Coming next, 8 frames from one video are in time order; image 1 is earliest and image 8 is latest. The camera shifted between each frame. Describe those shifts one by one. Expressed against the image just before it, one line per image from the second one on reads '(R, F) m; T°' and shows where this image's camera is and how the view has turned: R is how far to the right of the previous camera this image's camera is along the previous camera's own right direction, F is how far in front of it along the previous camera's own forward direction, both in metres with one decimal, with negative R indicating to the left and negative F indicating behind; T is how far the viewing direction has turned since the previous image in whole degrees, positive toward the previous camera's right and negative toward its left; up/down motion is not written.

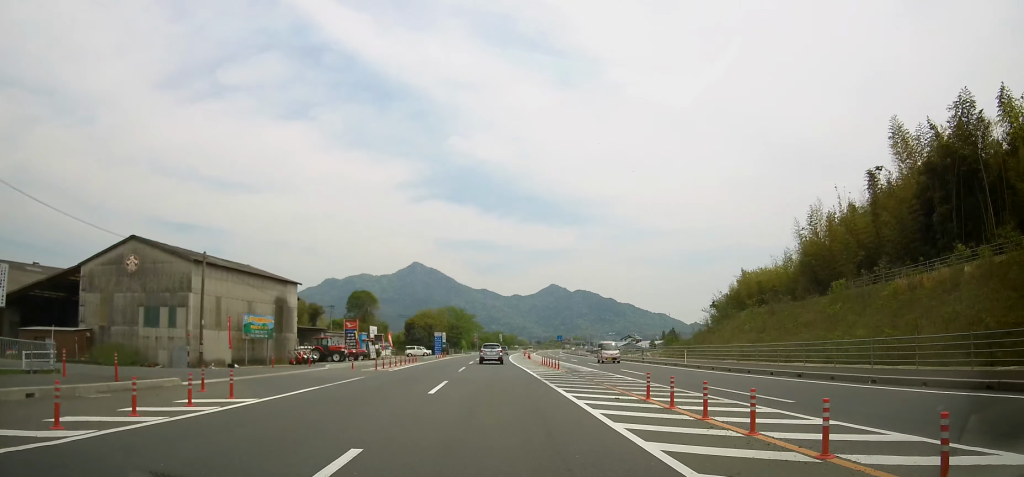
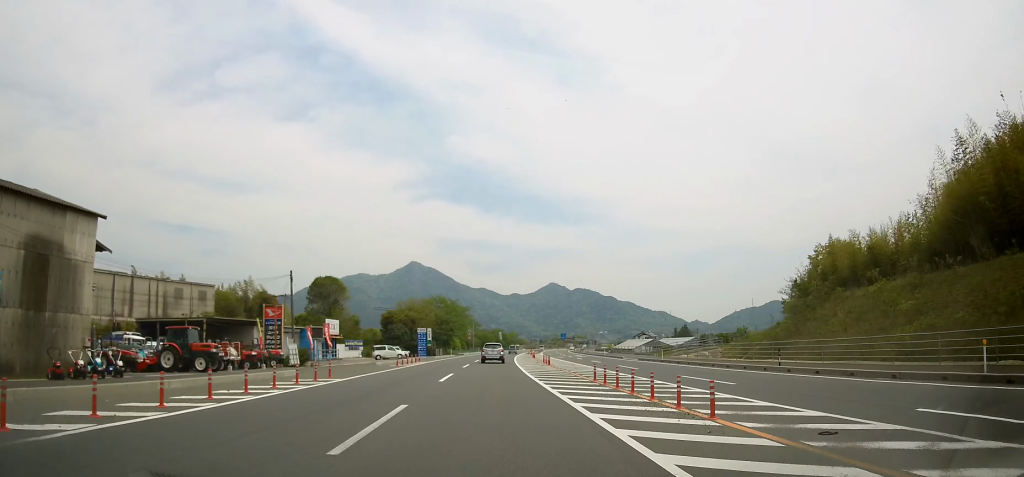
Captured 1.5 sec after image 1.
(+0.1, +23.6) m; 0°
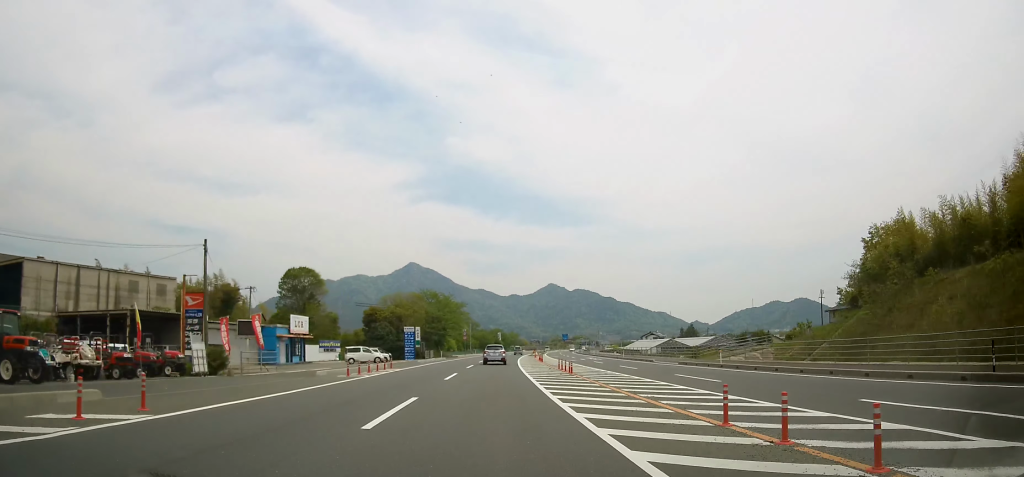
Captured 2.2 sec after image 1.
(-0.1, +12.3) m; 0°
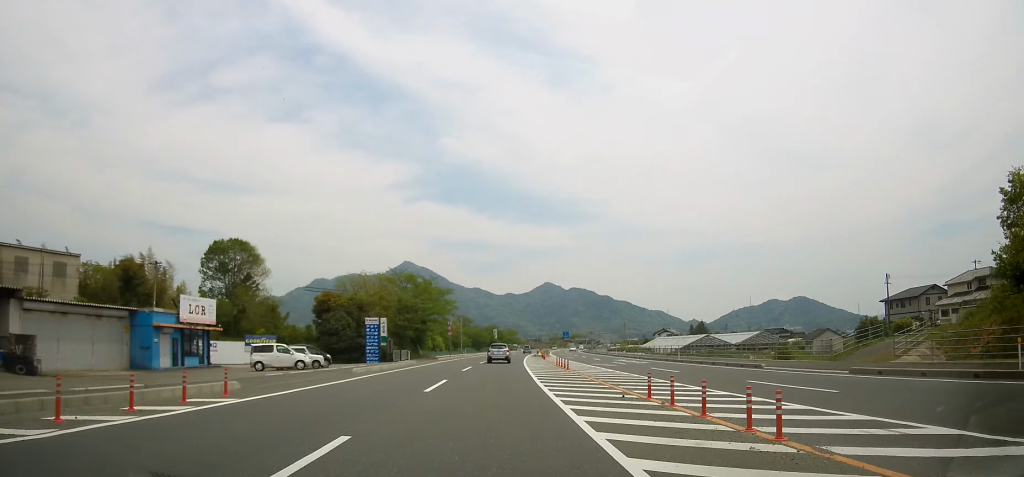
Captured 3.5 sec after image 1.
(+0.1, +21.6) m; +1°
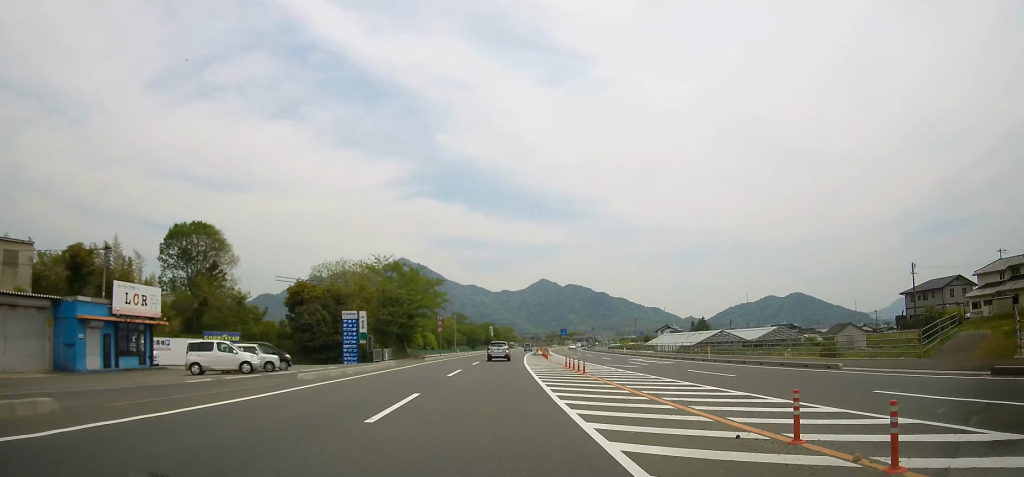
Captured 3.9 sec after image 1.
(+0.1, +7.5) m; 0°
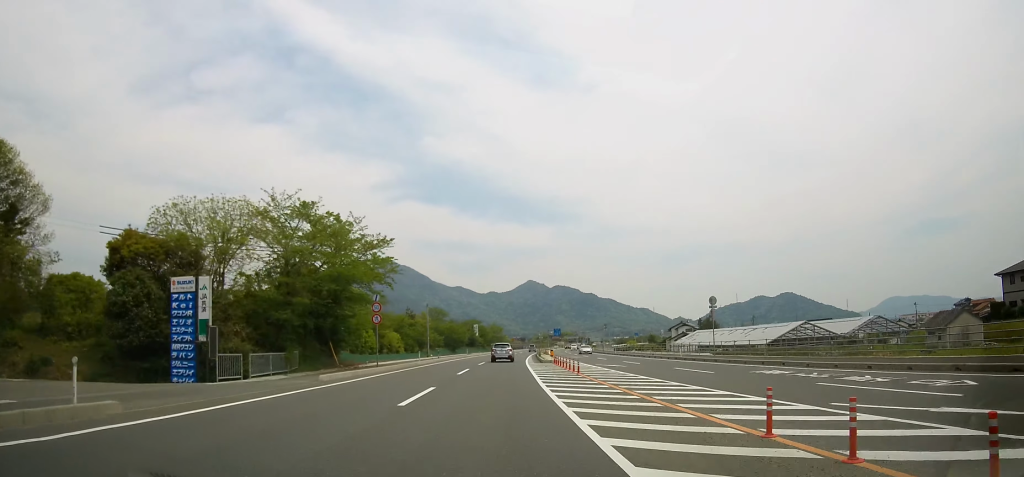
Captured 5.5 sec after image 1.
(+0.2, +26.9) m; +1°
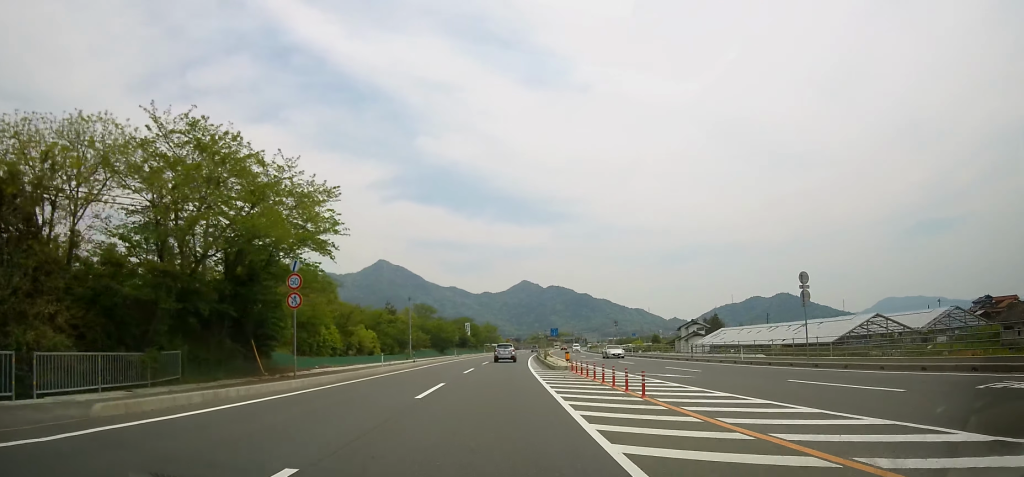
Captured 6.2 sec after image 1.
(+0.1, +13.0) m; 0°
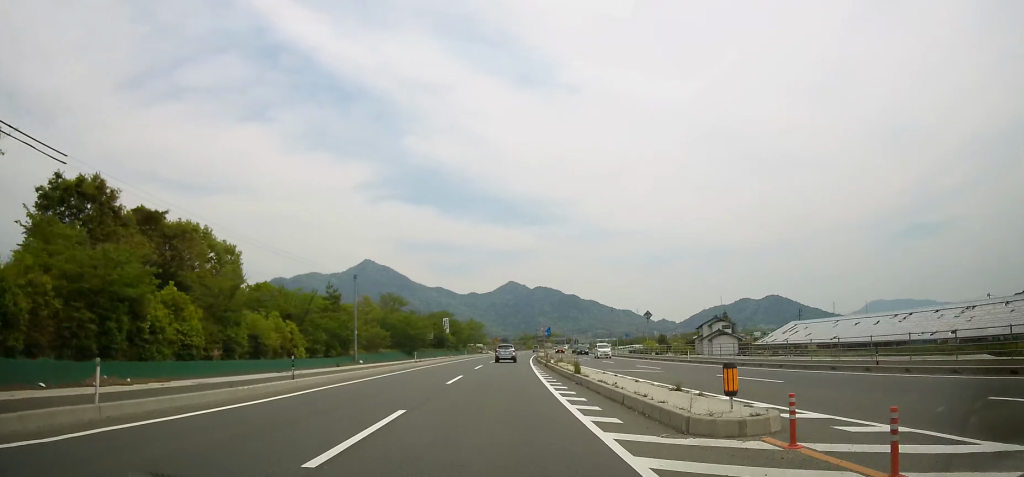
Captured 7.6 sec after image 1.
(+0.1, +23.8) m; +1°
